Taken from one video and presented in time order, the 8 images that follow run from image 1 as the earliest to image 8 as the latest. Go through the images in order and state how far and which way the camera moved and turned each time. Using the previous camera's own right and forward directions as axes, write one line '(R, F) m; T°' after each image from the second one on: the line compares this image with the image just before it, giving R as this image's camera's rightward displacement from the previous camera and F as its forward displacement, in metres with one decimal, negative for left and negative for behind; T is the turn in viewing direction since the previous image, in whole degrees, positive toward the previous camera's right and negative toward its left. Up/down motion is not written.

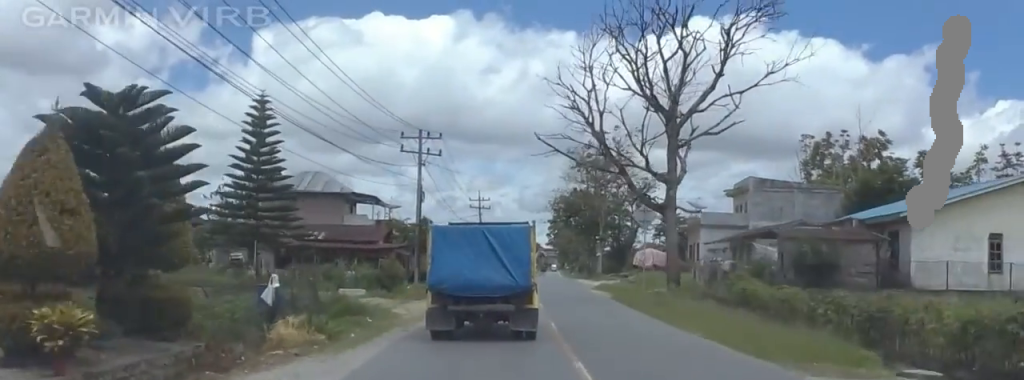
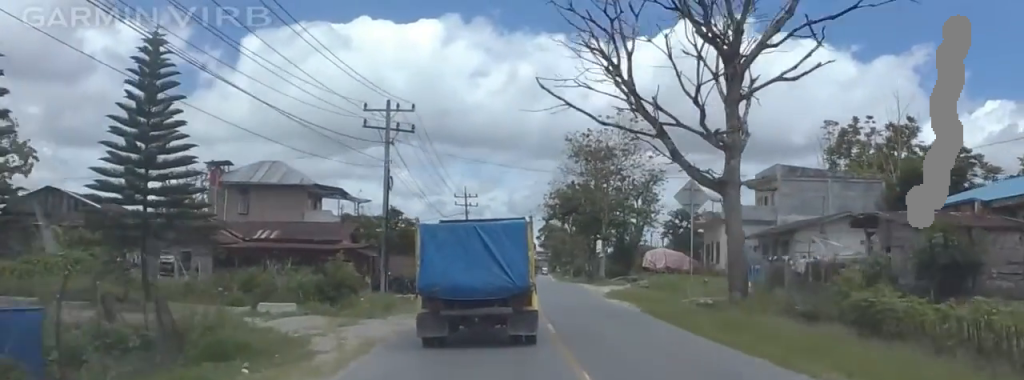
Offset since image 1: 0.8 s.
(+1.1, +10.2) m; +1°
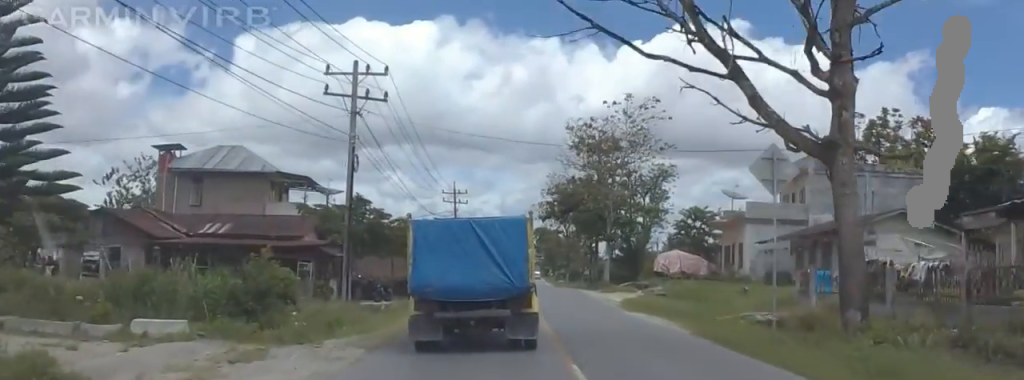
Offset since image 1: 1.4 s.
(-0.2, +8.1) m; 0°
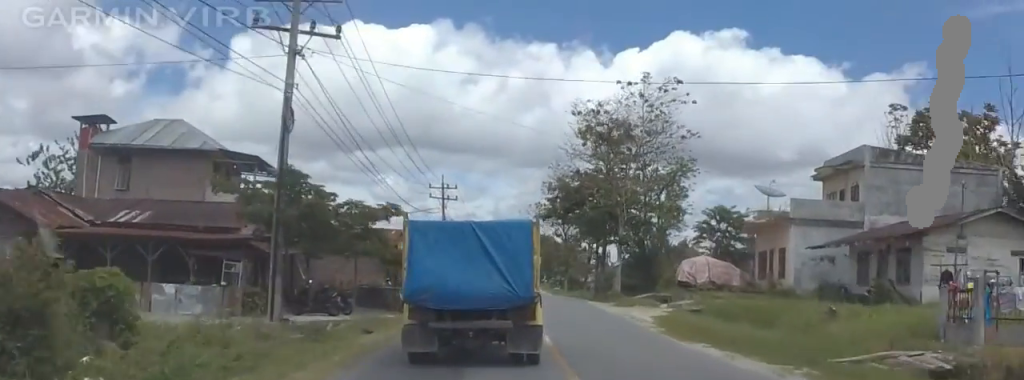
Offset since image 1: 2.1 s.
(-0.6, +9.7) m; 0°
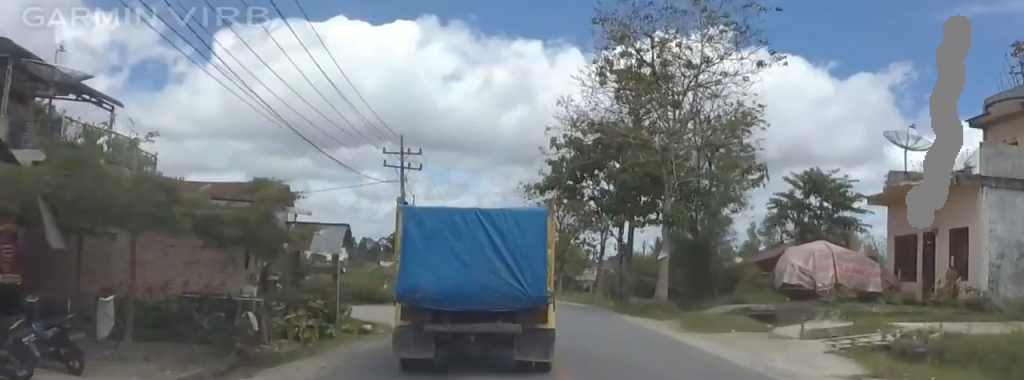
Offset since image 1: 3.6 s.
(0.0, +20.2) m; -5°
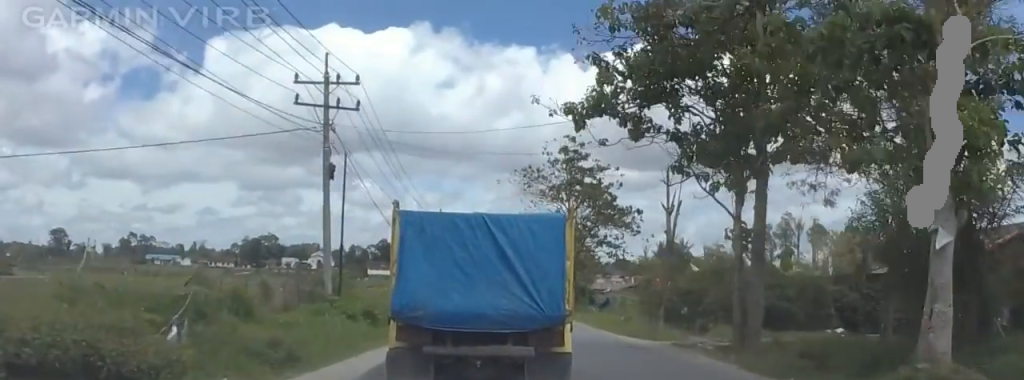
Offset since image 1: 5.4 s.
(+0.5, +23.0) m; +4°
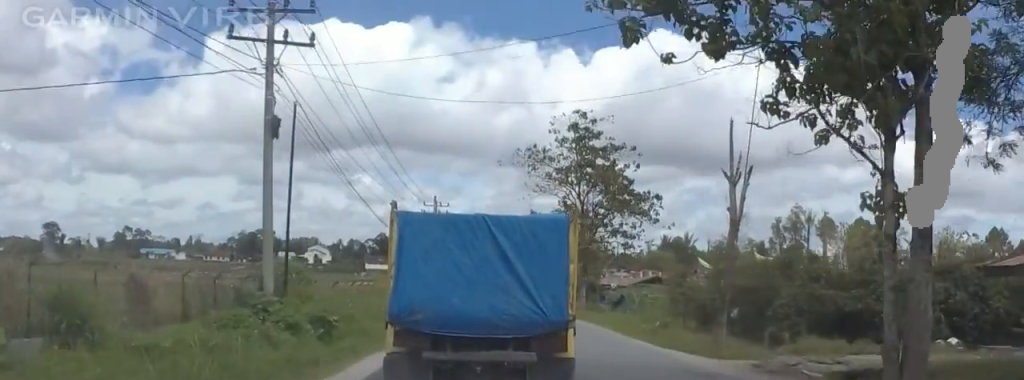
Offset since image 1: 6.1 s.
(+0.6, +8.6) m; 0°
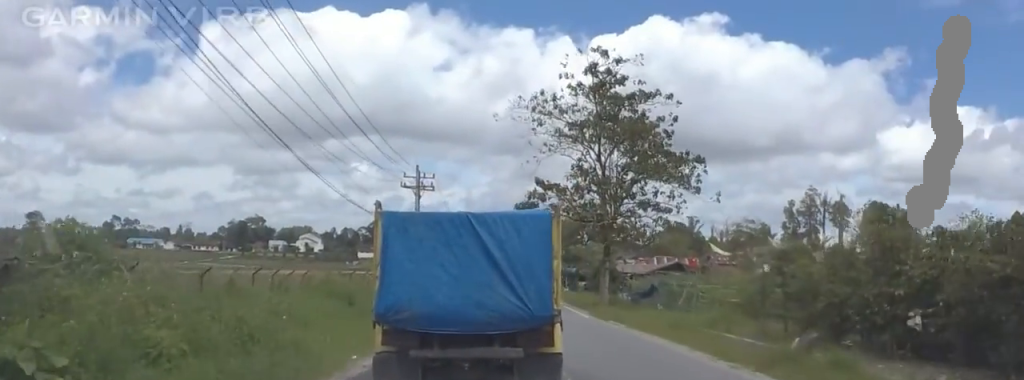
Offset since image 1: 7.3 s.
(-0.7, +15.2) m; +1°
